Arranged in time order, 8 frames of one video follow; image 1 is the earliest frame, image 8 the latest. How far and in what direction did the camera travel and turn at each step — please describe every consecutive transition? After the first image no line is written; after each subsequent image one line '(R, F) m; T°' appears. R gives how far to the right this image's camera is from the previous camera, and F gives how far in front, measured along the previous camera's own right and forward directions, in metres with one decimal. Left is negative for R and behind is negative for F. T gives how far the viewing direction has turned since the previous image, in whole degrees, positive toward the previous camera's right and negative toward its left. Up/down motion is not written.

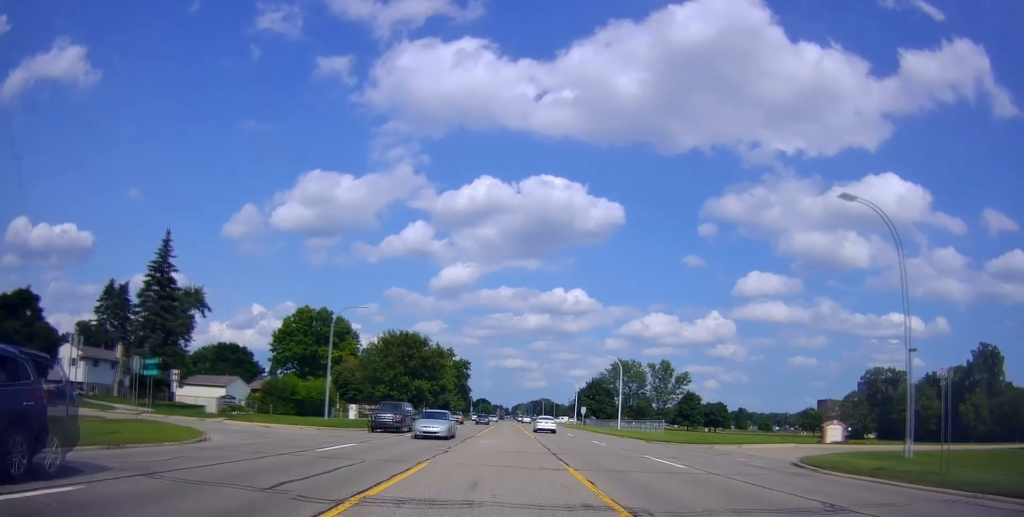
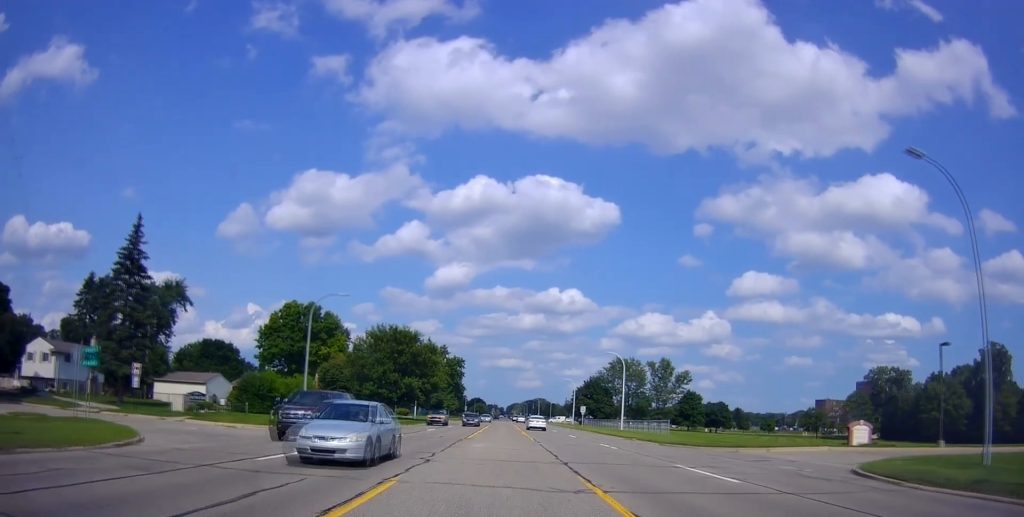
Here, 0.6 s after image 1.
(-0.3, +4.9) m; -1°
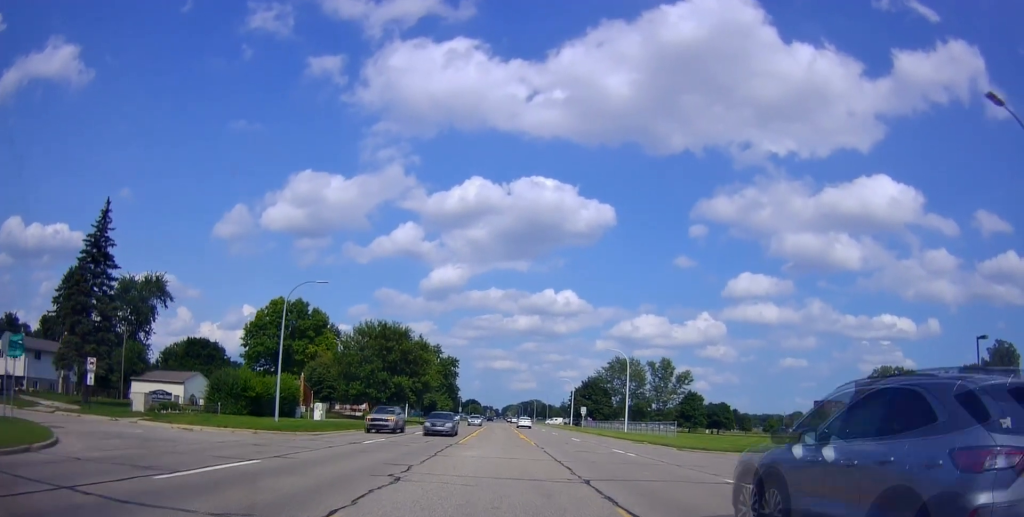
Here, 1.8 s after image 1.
(0.0, +6.6) m; +3°
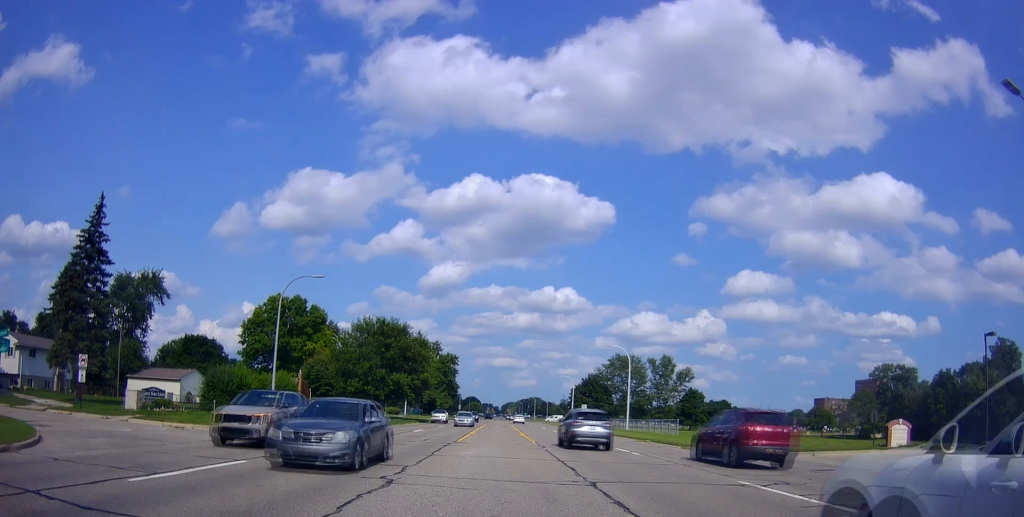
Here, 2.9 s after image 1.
(+0.1, +2.6) m; +2°
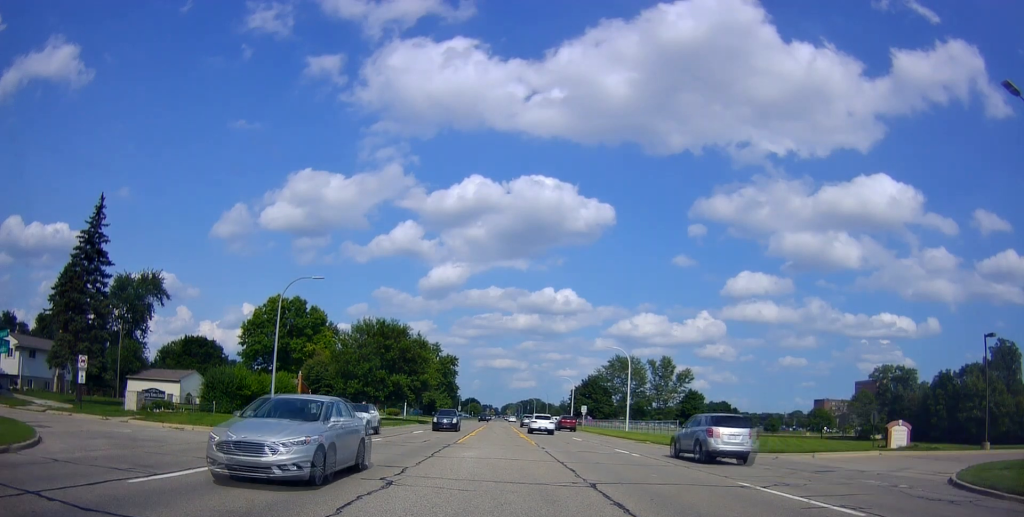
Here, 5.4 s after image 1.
(+0.3, +0.7) m; 0°
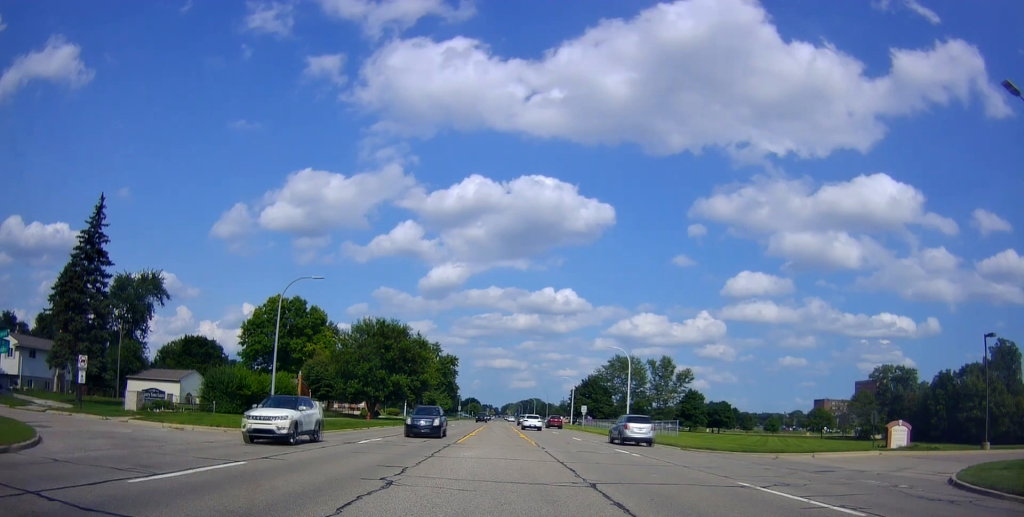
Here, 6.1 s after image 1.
(0.0, 0.0) m; 0°
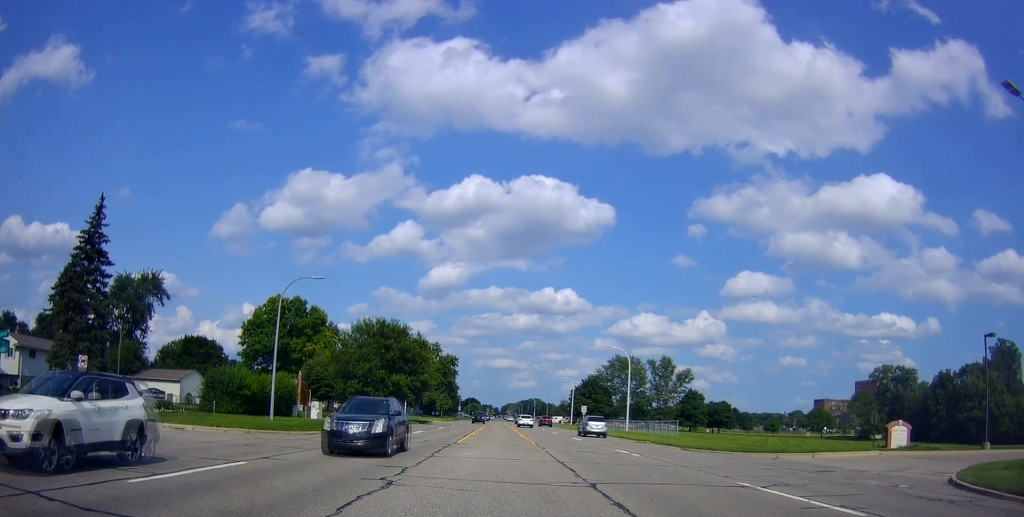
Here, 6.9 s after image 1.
(0.0, 0.0) m; 0°
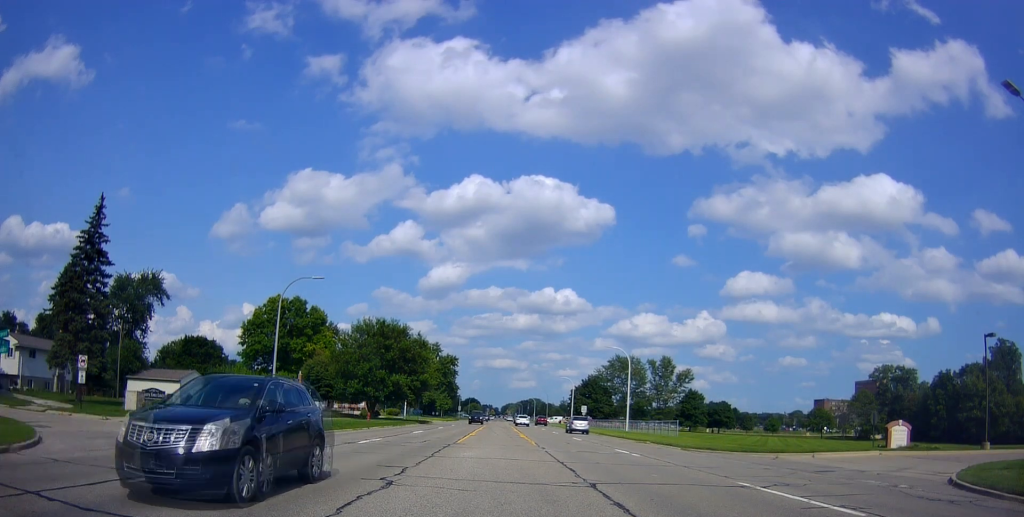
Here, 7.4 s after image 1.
(0.0, 0.0) m; 0°
